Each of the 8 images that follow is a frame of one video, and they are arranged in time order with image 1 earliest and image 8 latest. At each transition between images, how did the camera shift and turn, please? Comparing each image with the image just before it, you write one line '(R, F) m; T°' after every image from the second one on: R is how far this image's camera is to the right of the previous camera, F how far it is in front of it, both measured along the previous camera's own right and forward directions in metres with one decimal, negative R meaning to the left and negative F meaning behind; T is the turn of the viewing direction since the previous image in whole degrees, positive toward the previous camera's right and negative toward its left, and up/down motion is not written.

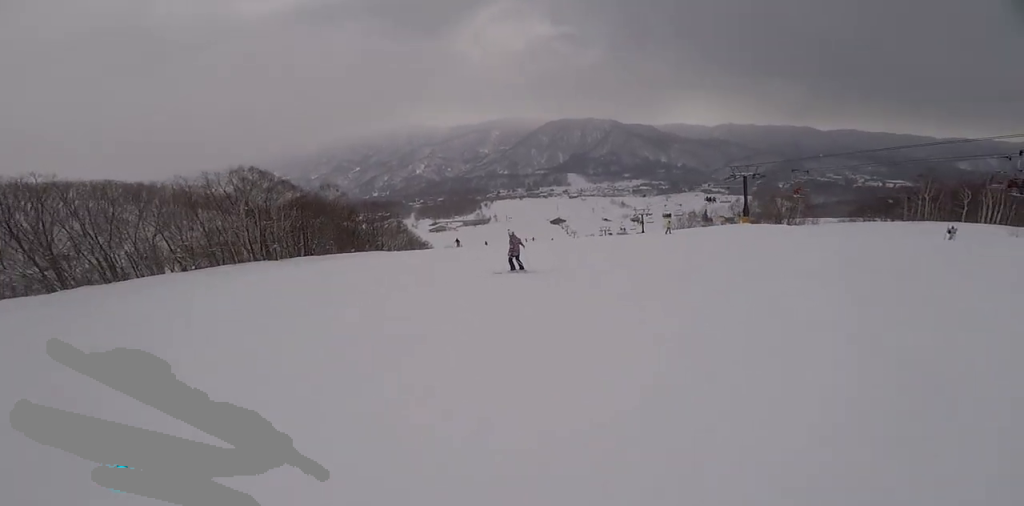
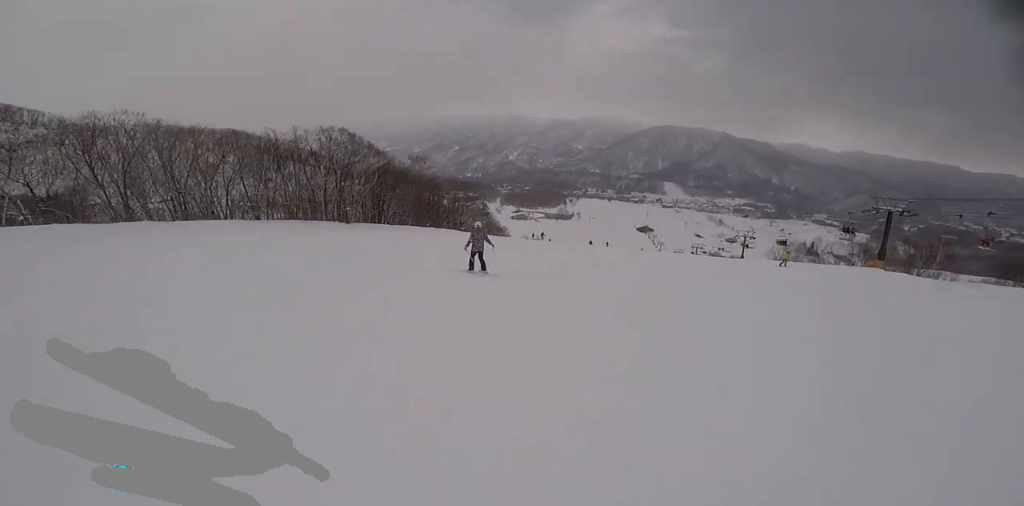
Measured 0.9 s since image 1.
(0.0, +5.4) m; -13°
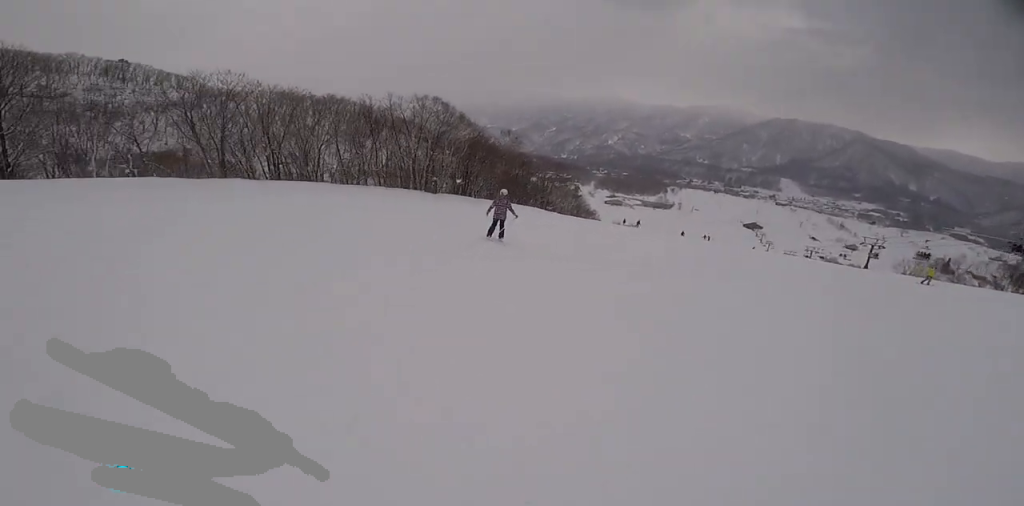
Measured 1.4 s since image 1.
(-0.1, +2.8) m; -11°
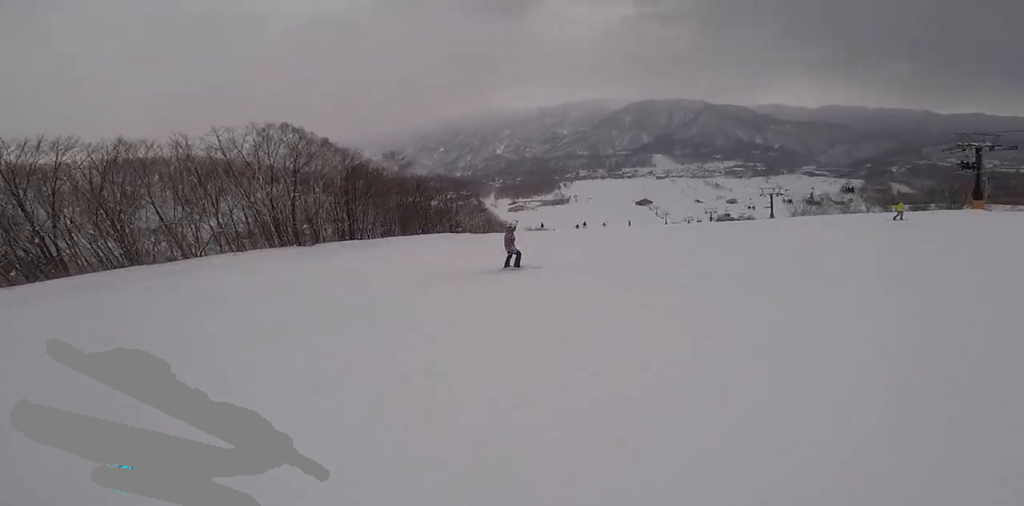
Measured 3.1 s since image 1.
(-0.5, +8.5) m; +30°
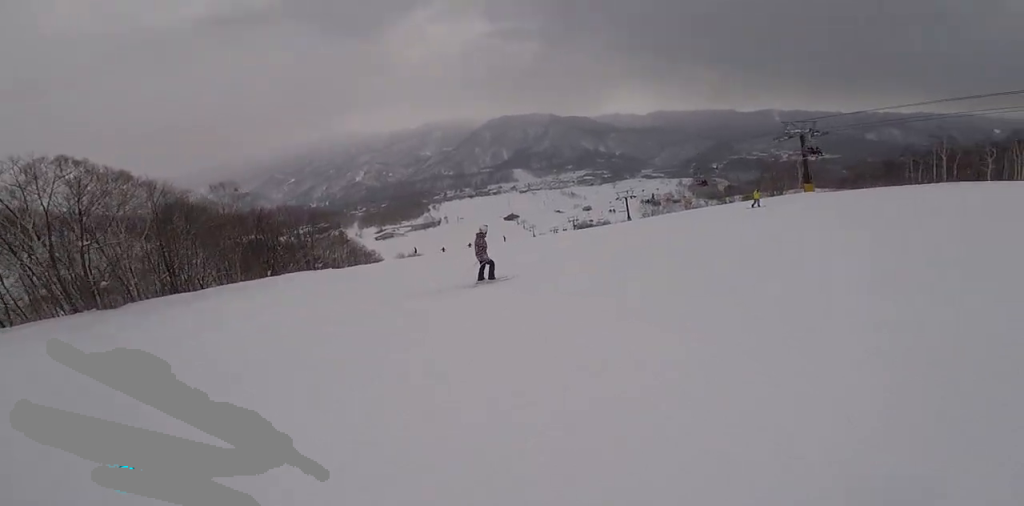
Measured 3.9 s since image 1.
(+1.1, +2.8) m; +22°
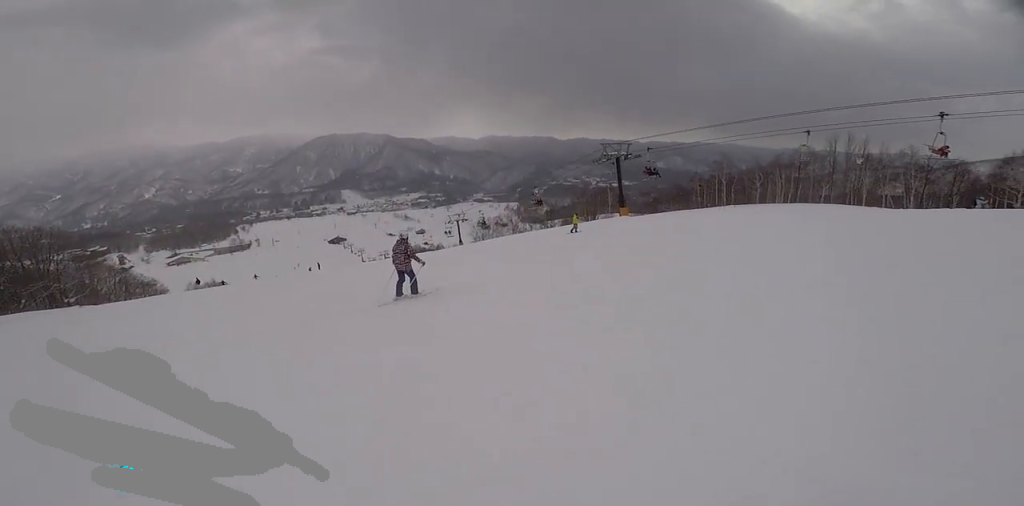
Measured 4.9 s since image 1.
(+0.9, +4.5) m; +11°
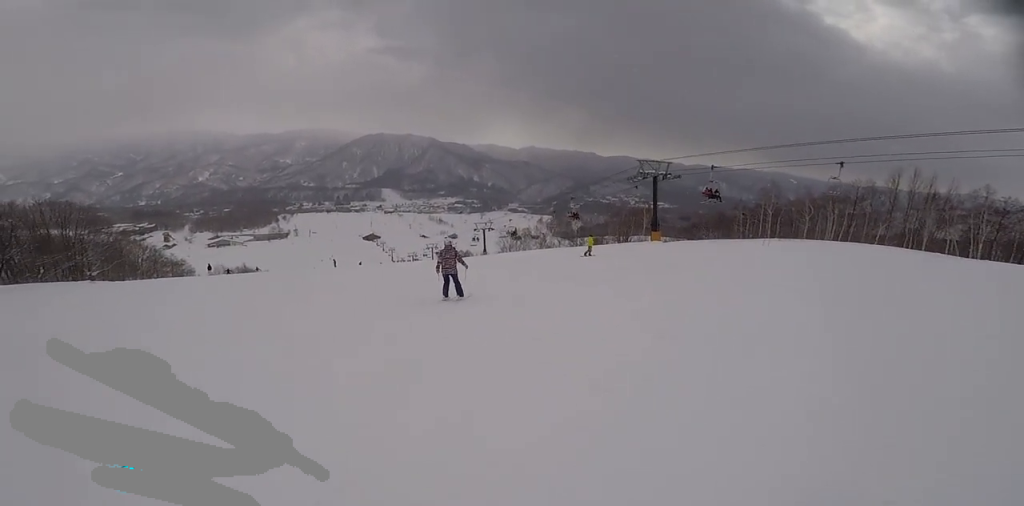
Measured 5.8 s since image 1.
(0.0, +3.9) m; -6°
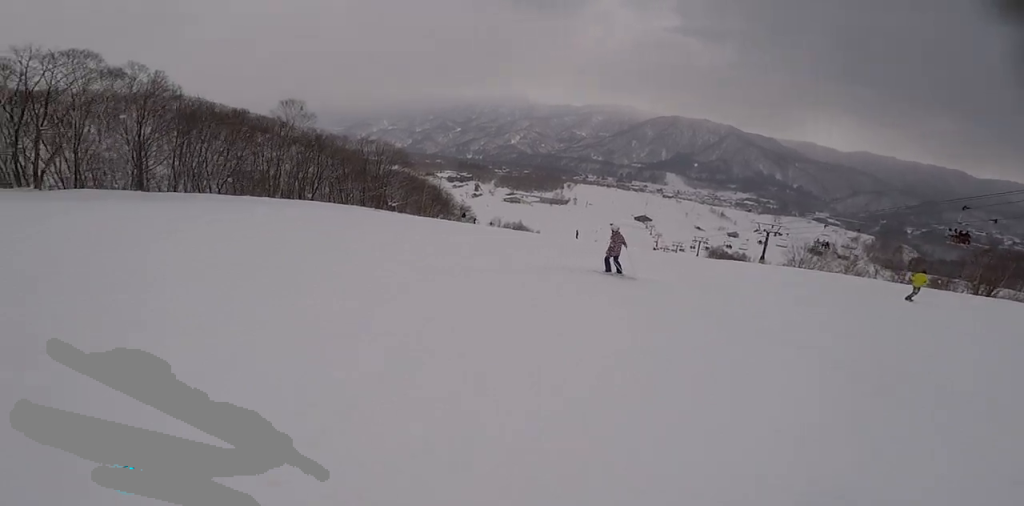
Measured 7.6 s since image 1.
(-2.6, +7.3) m; -58°
